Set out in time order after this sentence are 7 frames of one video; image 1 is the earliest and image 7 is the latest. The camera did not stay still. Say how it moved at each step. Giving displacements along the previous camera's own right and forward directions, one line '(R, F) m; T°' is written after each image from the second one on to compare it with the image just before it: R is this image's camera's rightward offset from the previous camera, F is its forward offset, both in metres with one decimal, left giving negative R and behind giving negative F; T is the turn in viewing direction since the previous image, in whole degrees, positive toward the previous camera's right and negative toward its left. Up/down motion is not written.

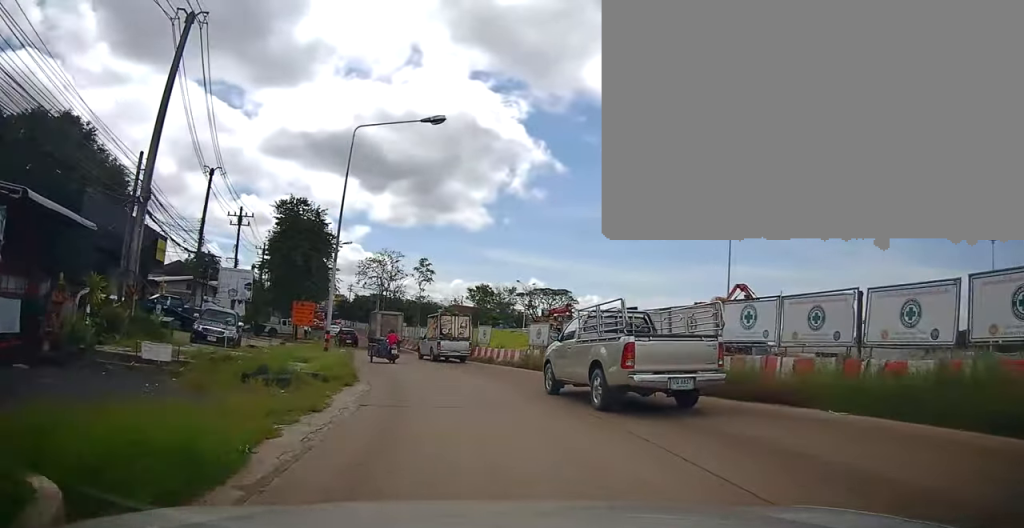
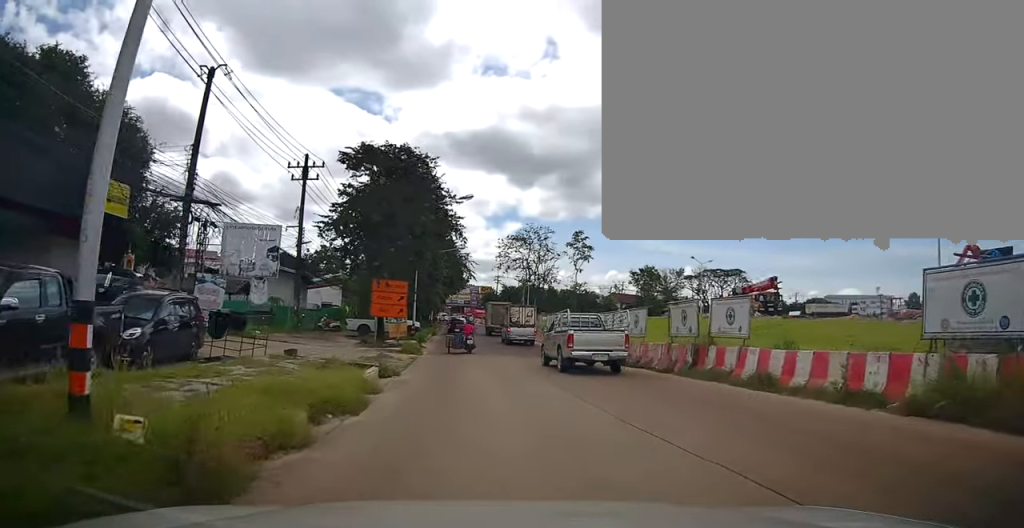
(-0.9, +17.3) m; -10°
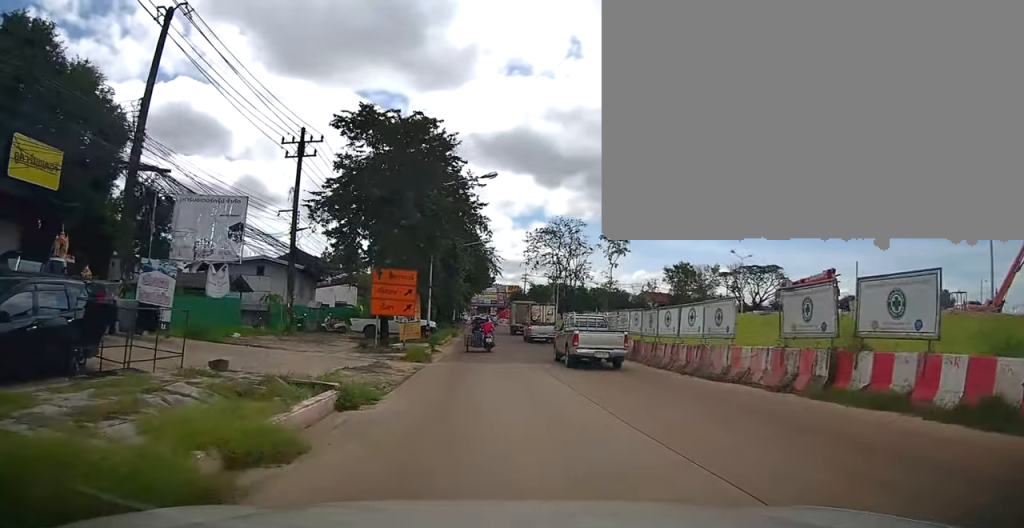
(-0.4, +5.5) m; -7°
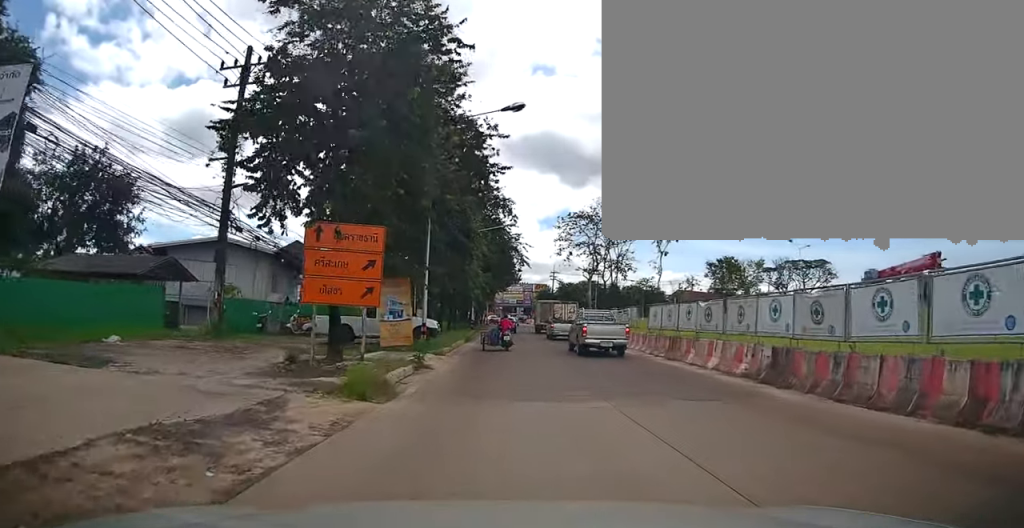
(-0.8, +10.2) m; -1°
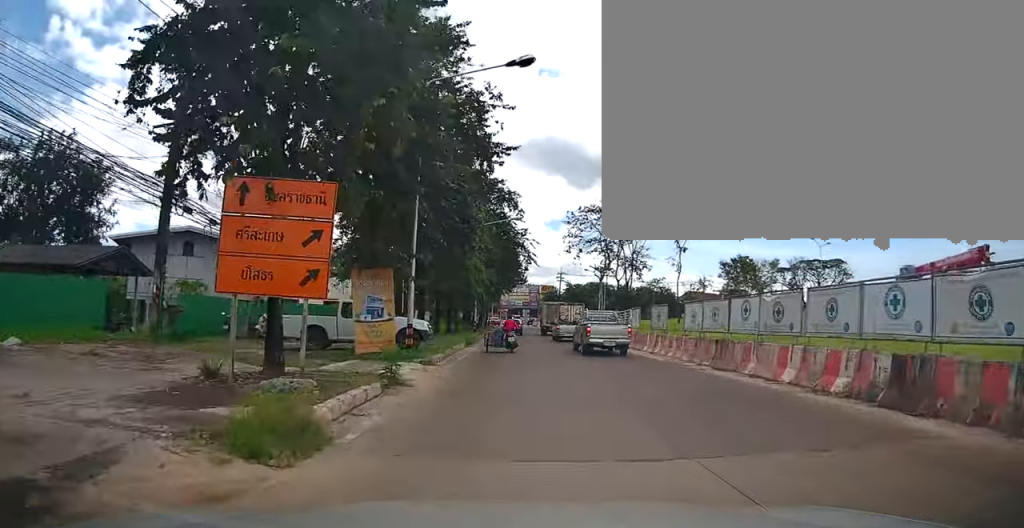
(+0.4, +4.2) m; 0°
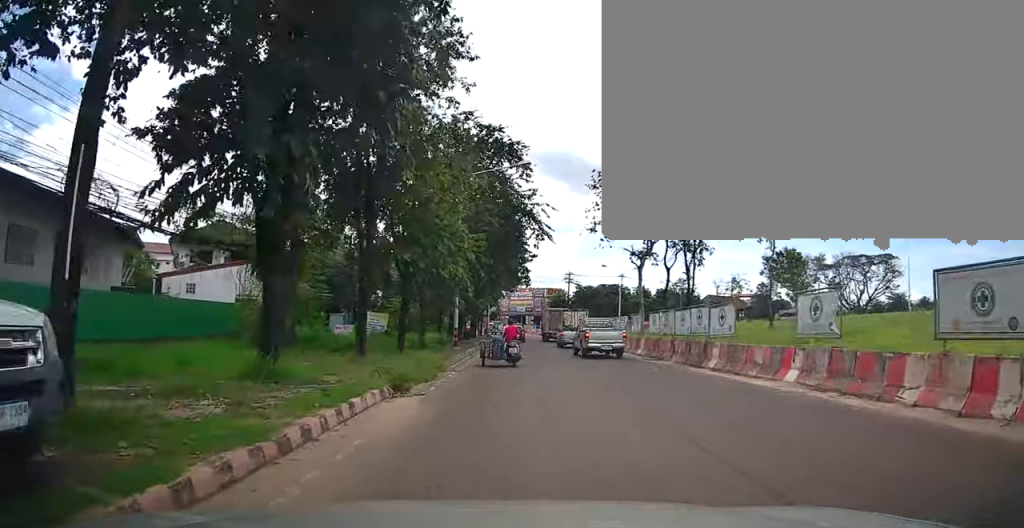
(-0.7, +17.5) m; -3°
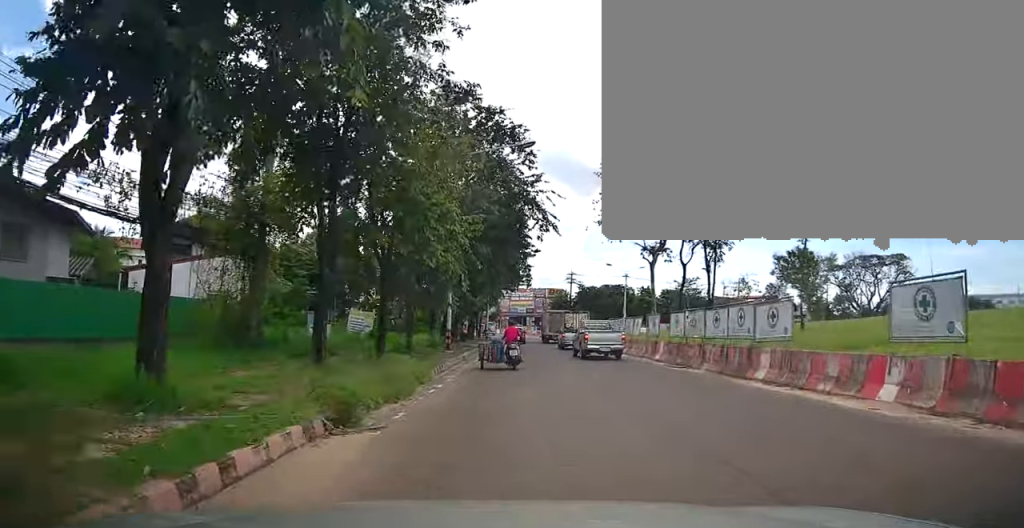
(-0.1, +3.7) m; +2°
